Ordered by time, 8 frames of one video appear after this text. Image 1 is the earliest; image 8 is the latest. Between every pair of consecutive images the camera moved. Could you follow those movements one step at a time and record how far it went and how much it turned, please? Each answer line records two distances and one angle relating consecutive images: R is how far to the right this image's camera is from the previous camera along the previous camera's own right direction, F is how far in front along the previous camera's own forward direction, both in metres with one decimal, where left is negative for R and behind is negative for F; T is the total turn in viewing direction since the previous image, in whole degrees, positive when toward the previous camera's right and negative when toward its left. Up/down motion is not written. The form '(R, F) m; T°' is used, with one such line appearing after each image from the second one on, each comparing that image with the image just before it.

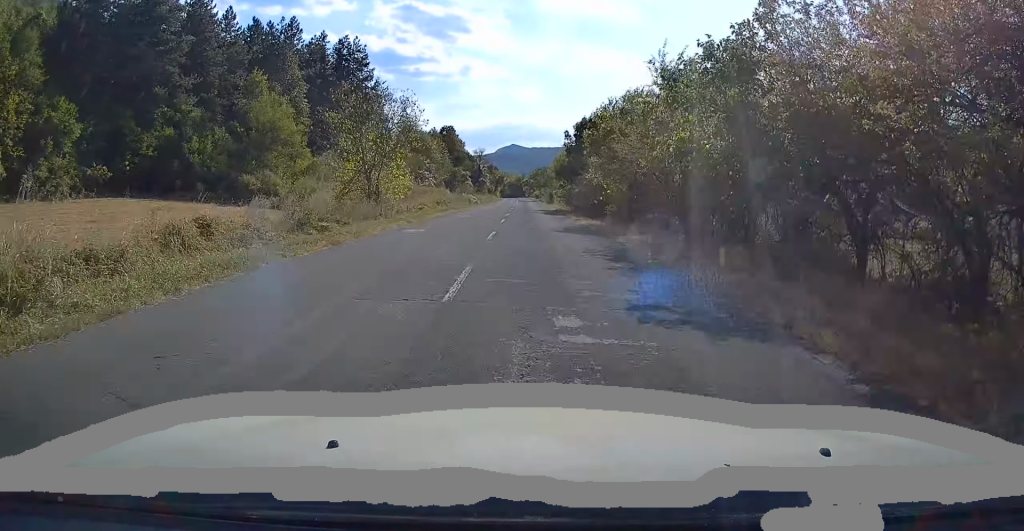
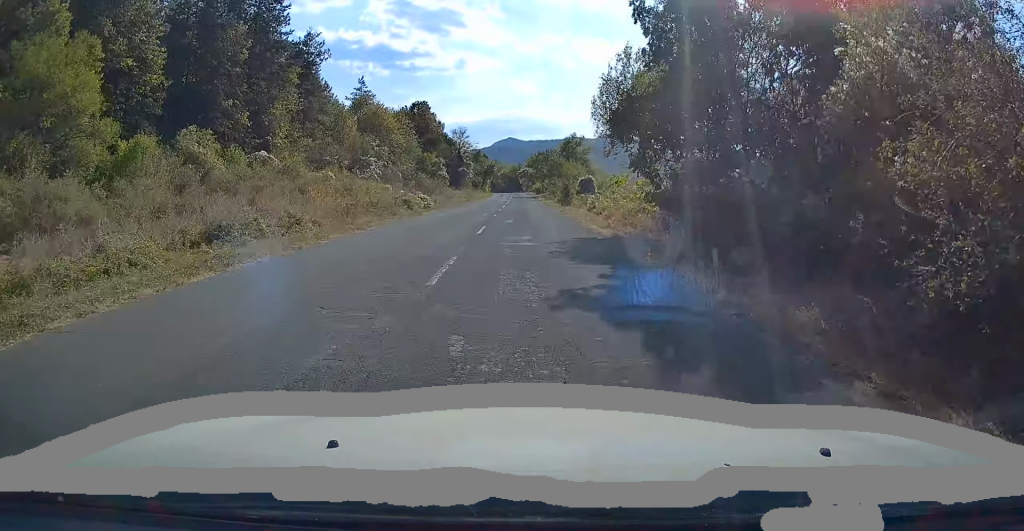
(+0.1, +35.0) m; 0°
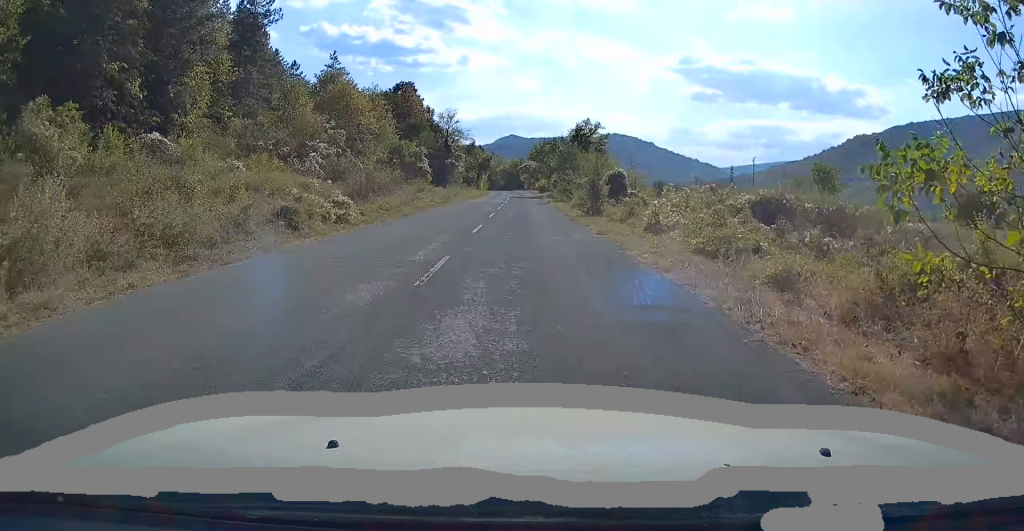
(0.0, +18.2) m; 0°
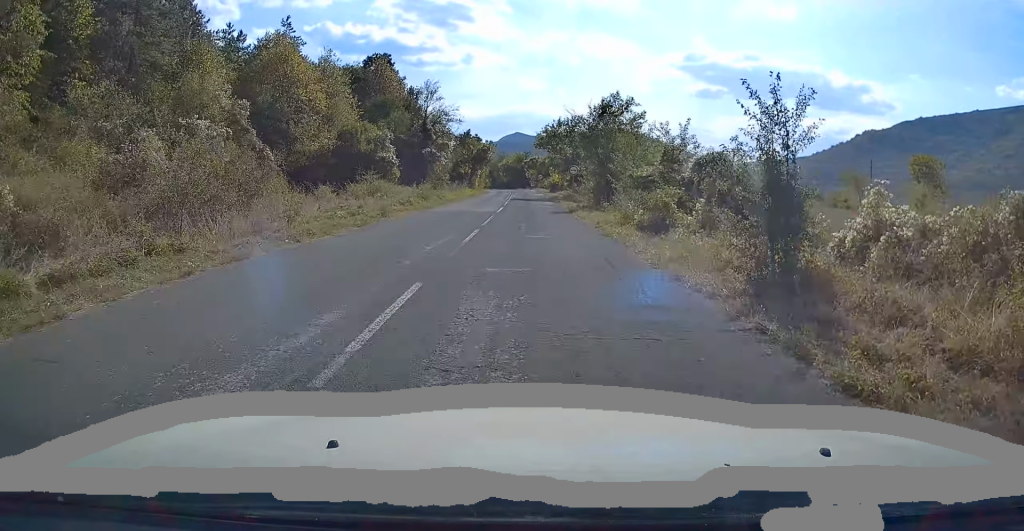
(-0.1, +20.9) m; 0°
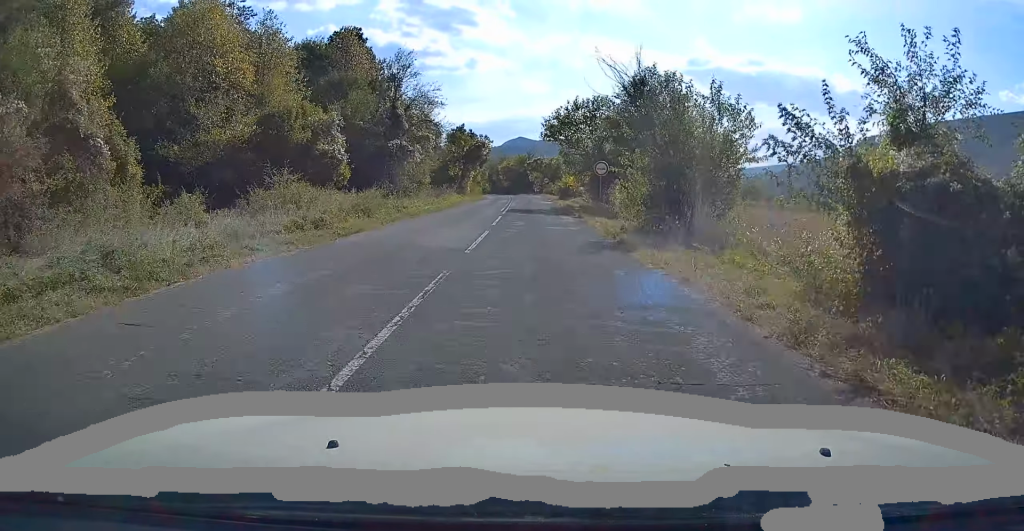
(0.0, +15.2) m; 0°
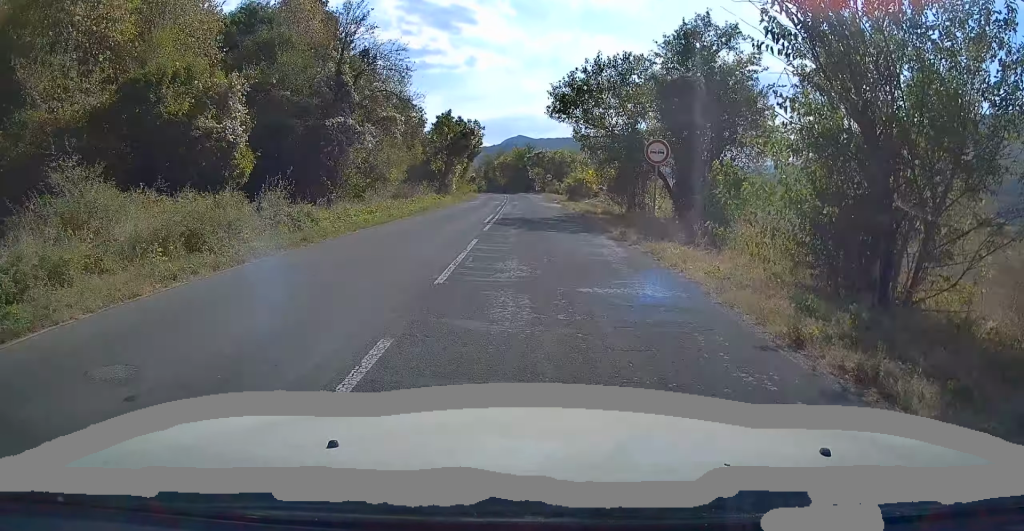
(-0.1, +13.1) m; 0°
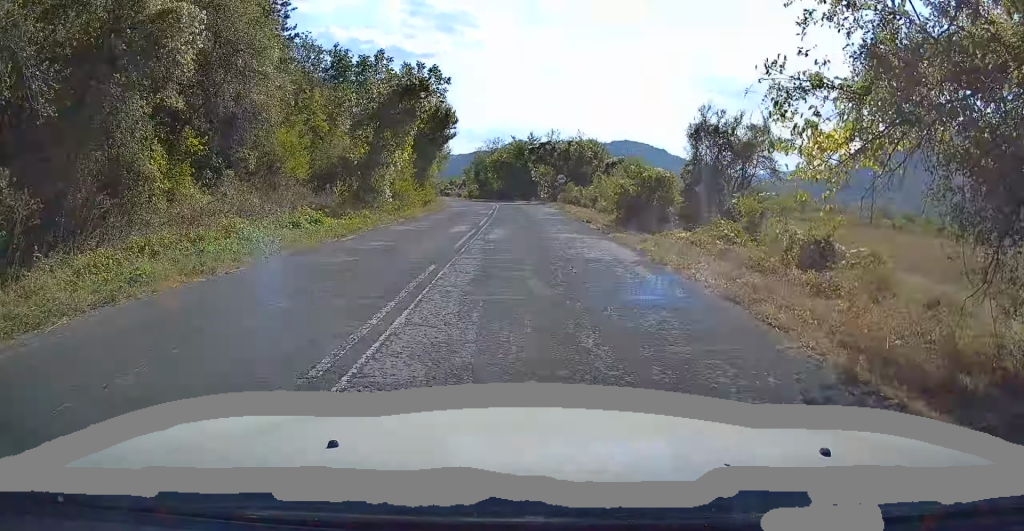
(+0.1, +25.5) m; 0°
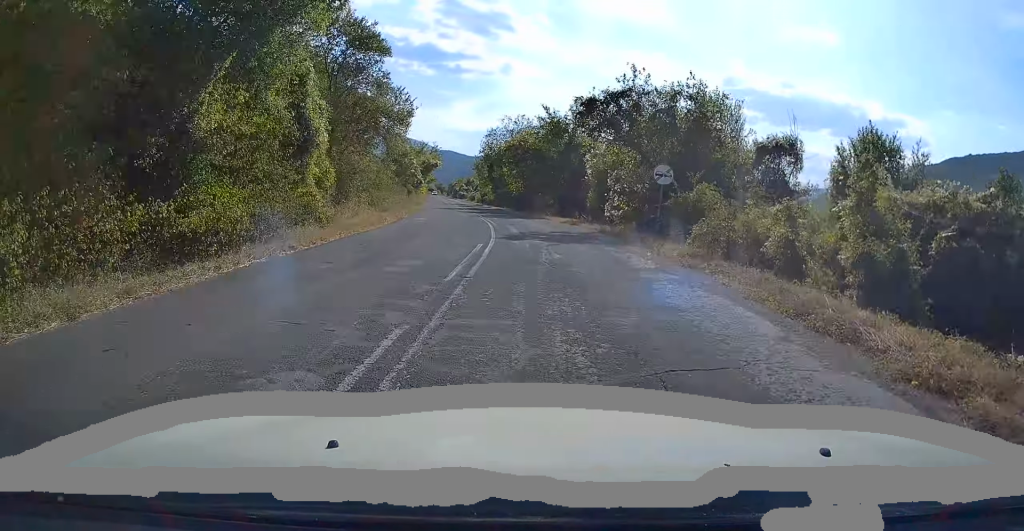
(-0.7, +31.1) m; -4°
